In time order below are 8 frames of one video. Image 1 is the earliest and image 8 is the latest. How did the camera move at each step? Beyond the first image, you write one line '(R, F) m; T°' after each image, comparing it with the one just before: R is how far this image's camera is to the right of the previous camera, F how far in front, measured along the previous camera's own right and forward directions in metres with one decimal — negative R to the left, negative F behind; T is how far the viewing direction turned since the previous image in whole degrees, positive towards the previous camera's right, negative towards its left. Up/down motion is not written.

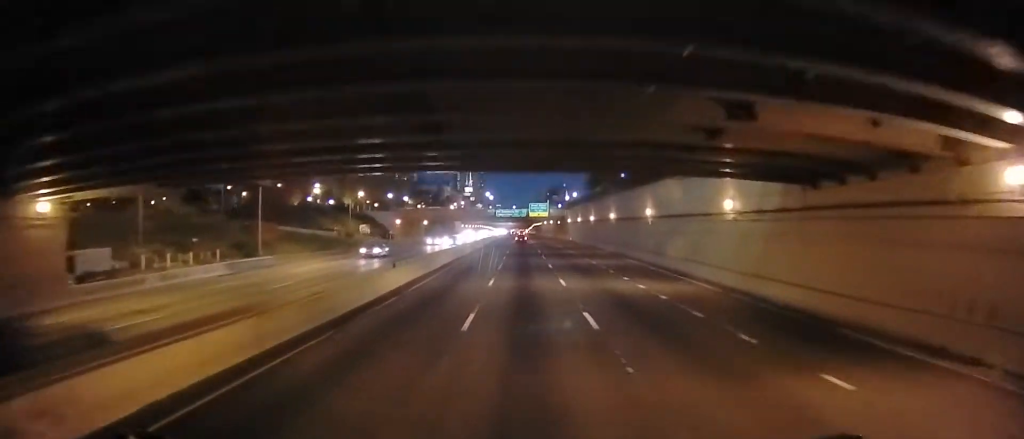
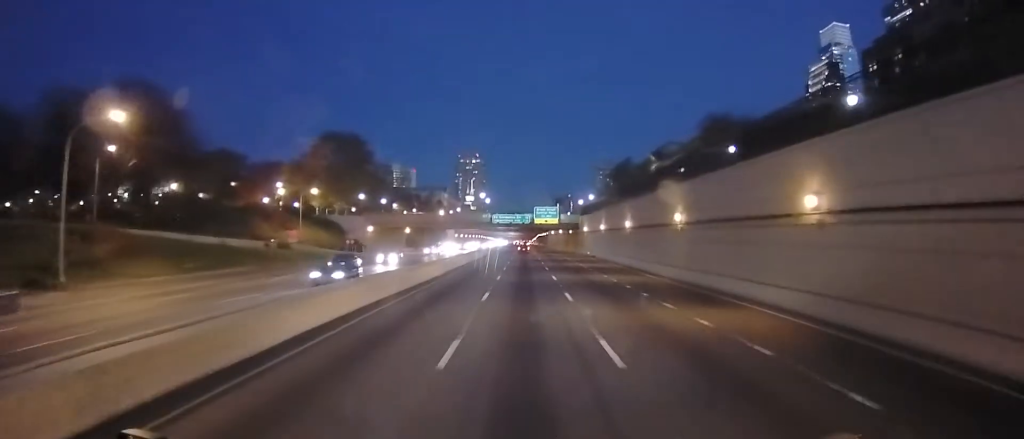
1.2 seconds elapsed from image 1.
(-0.1, +28.9) m; 0°
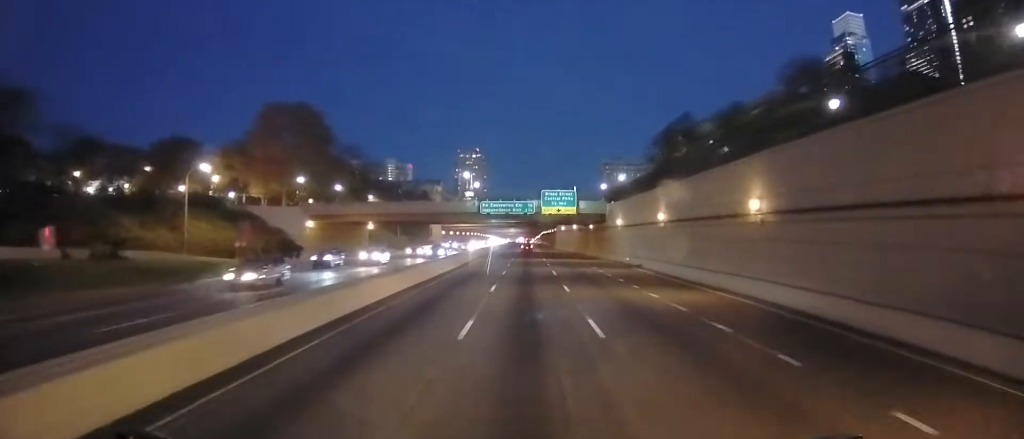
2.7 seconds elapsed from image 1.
(+0.1, +33.9) m; +1°
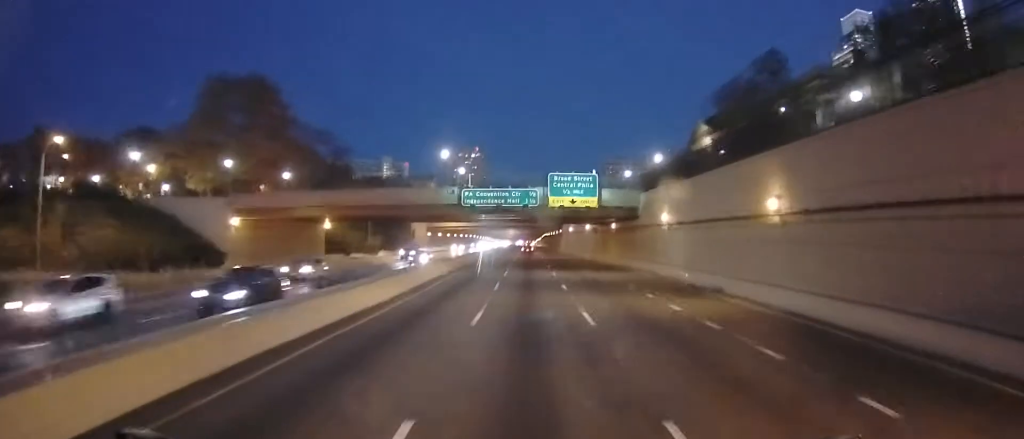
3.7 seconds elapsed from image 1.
(+0.4, +21.9) m; 0°
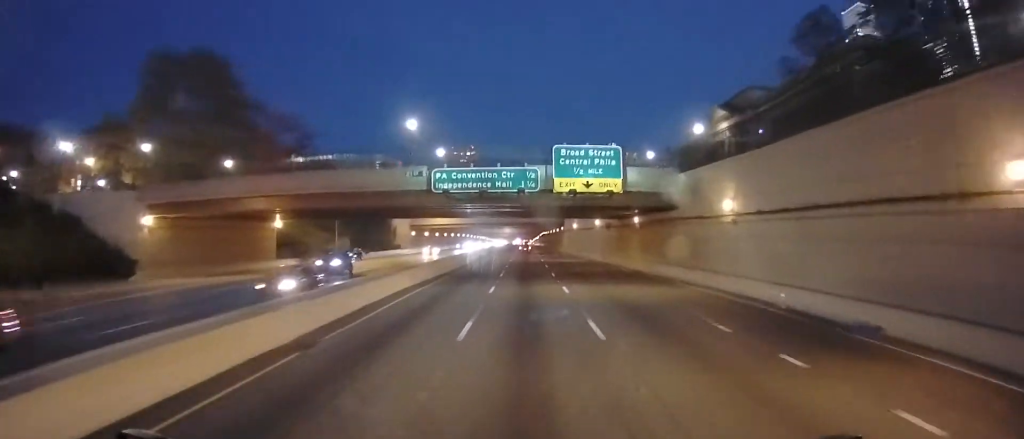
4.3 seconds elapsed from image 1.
(-0.1, +15.2) m; -1°
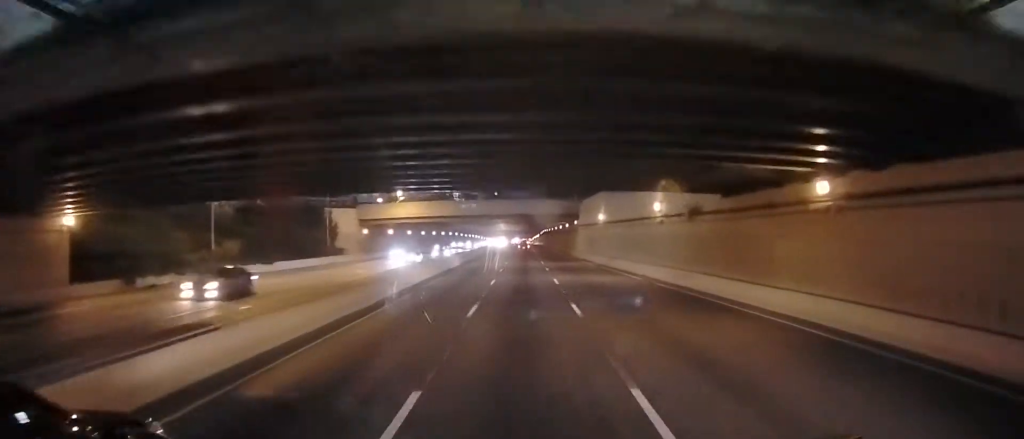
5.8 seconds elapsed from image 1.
(-0.4, +32.8) m; 0°
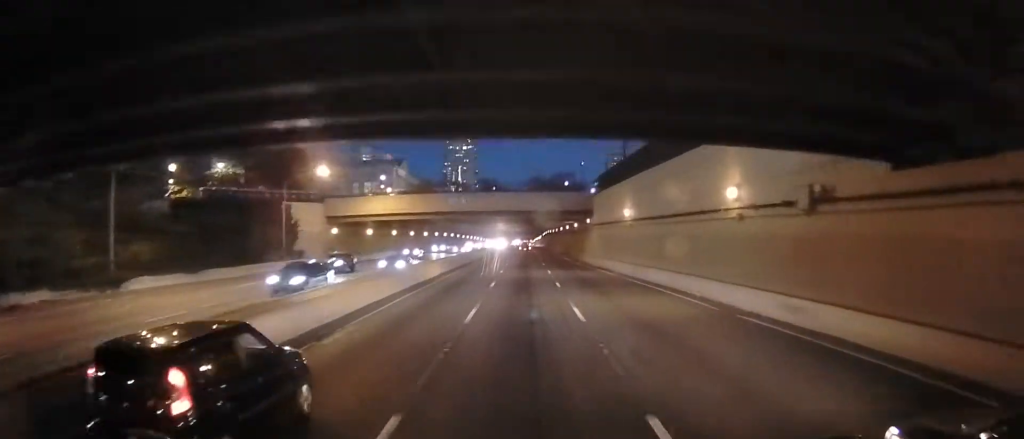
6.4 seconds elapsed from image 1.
(+0.2, +13.5) m; 0°
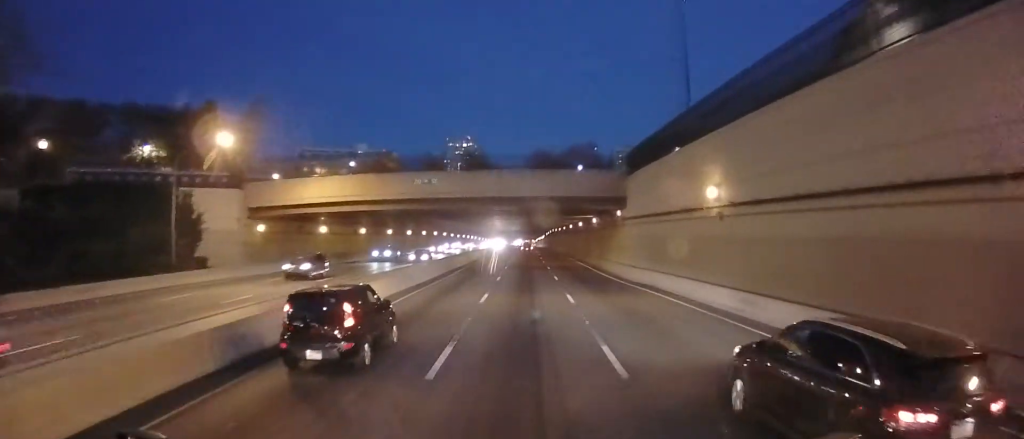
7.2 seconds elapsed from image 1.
(+0.1, +19.3) m; 0°
